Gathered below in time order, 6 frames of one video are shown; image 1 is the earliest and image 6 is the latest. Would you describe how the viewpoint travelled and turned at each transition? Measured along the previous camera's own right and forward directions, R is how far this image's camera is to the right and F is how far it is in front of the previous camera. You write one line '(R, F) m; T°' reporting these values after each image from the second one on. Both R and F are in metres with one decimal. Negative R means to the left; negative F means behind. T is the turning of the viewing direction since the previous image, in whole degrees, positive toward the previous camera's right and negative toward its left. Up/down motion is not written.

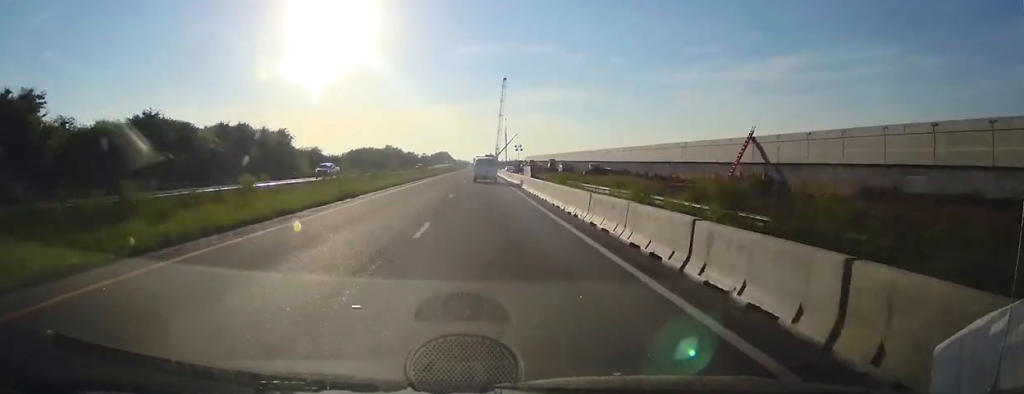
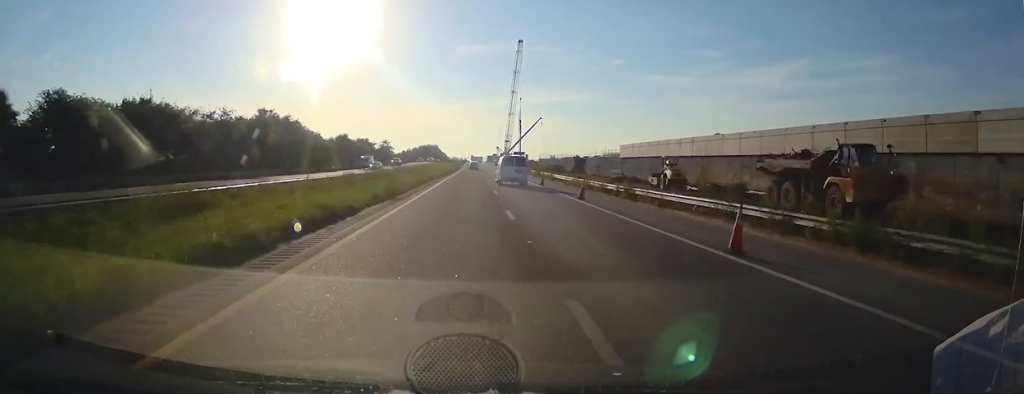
(-0.6, +136.8) m; 0°
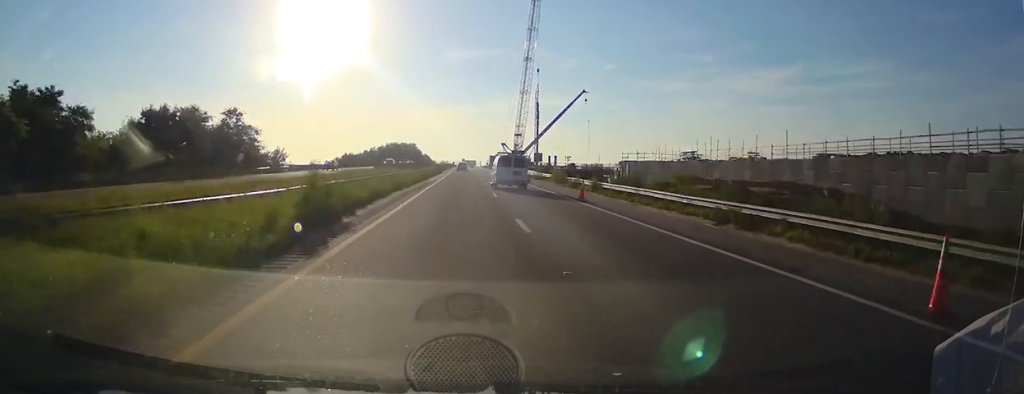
(+0.2, +96.3) m; 0°
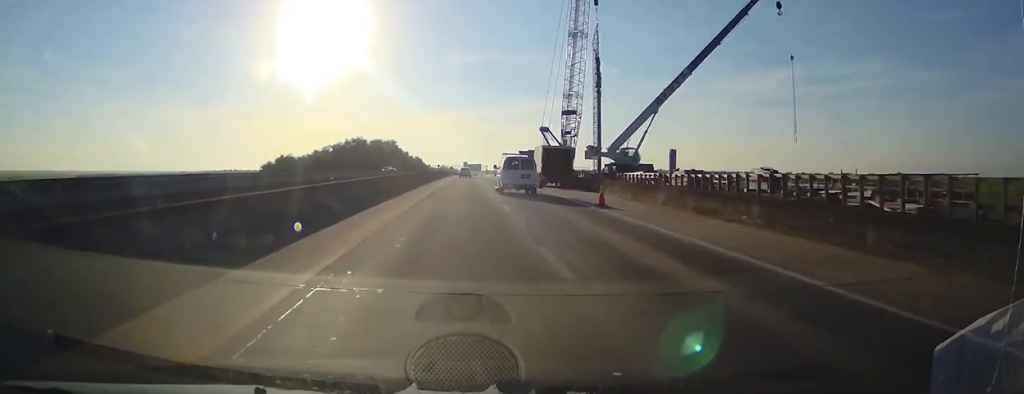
(+0.1, +94.0) m; 0°
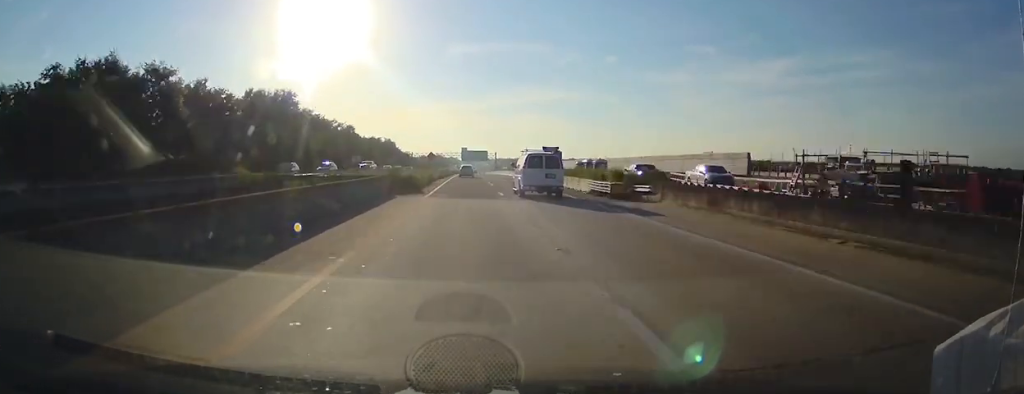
(-0.2, +148.6) m; 0°
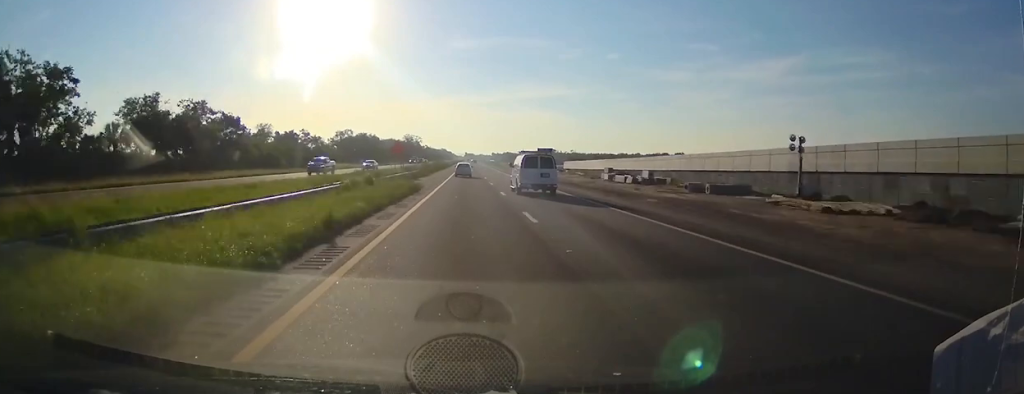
(+0.2, +329.3) m; 0°
